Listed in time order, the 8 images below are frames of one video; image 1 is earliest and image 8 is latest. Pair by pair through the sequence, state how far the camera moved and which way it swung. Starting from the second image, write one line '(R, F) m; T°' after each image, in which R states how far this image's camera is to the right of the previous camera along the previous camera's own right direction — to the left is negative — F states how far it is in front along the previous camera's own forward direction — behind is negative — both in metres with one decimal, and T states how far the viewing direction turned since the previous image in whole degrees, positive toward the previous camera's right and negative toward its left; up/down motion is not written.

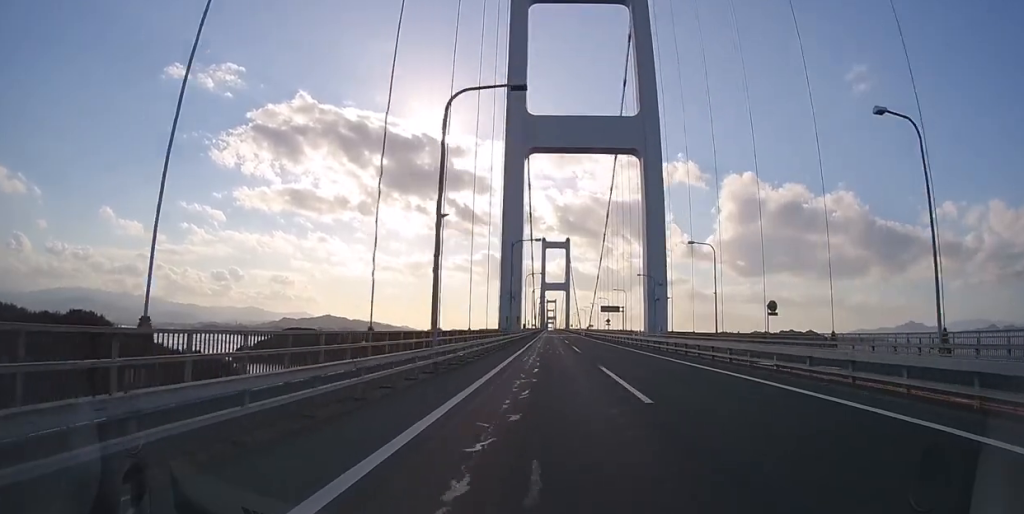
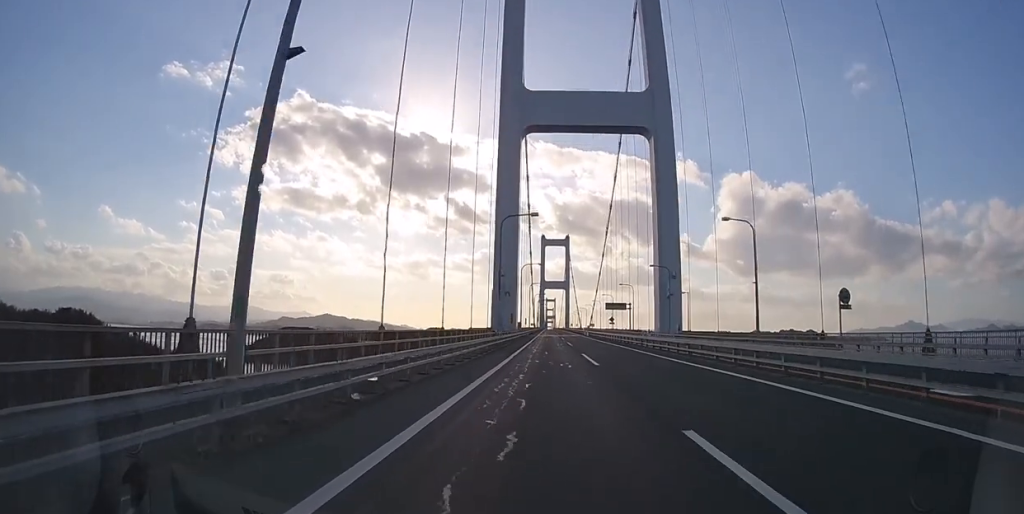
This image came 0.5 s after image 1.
(0.0, +10.2) m; 0°
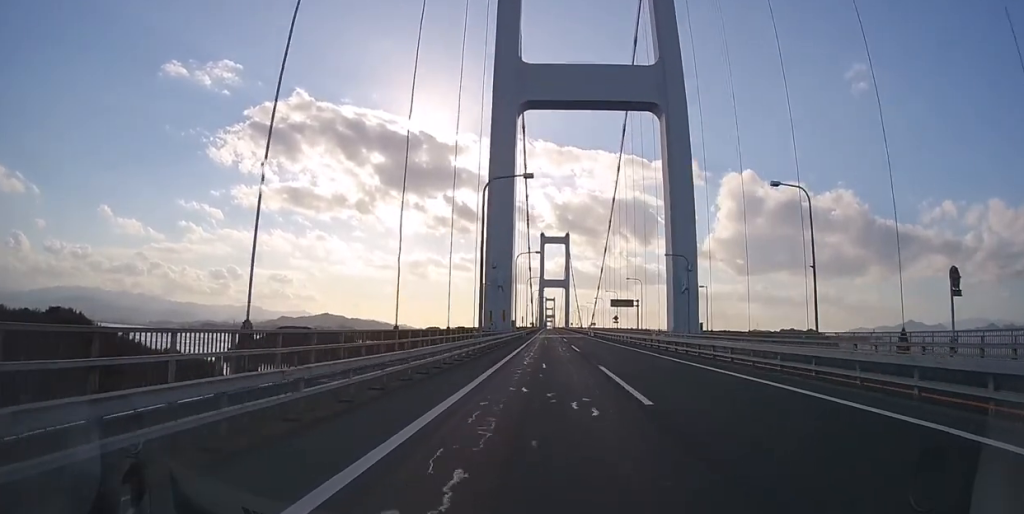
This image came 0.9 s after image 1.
(0.0, +10.2) m; 0°
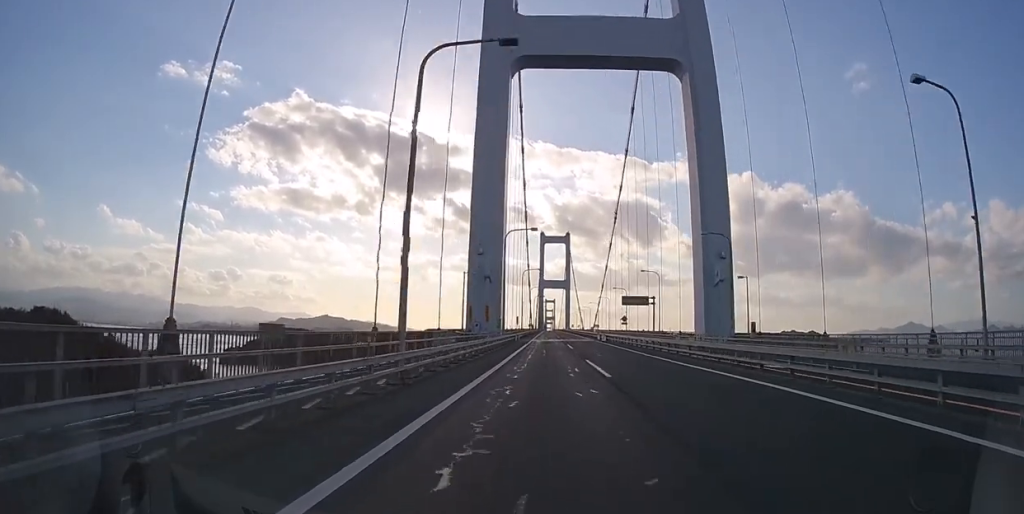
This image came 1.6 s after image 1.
(0.0, +14.6) m; 0°
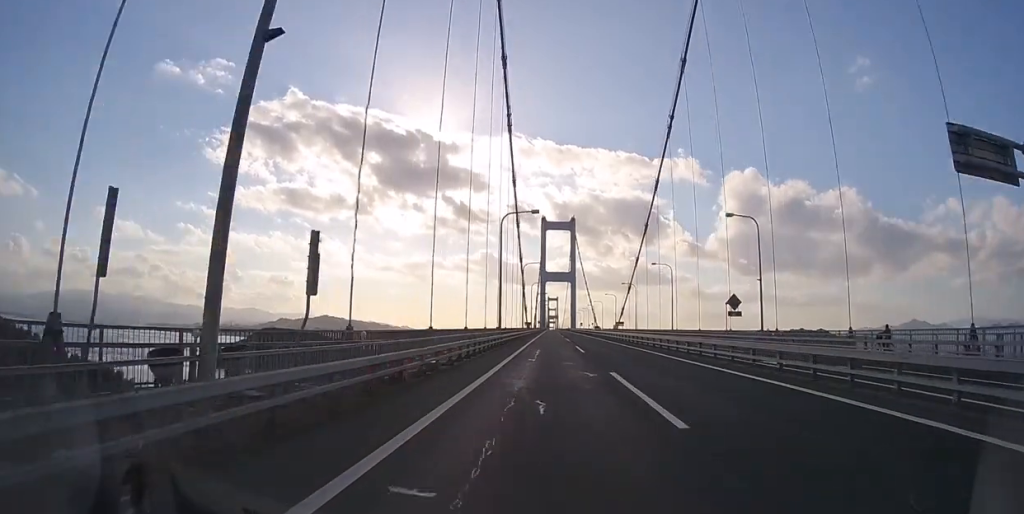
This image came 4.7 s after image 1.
(-0.1, +67.3) m; 0°
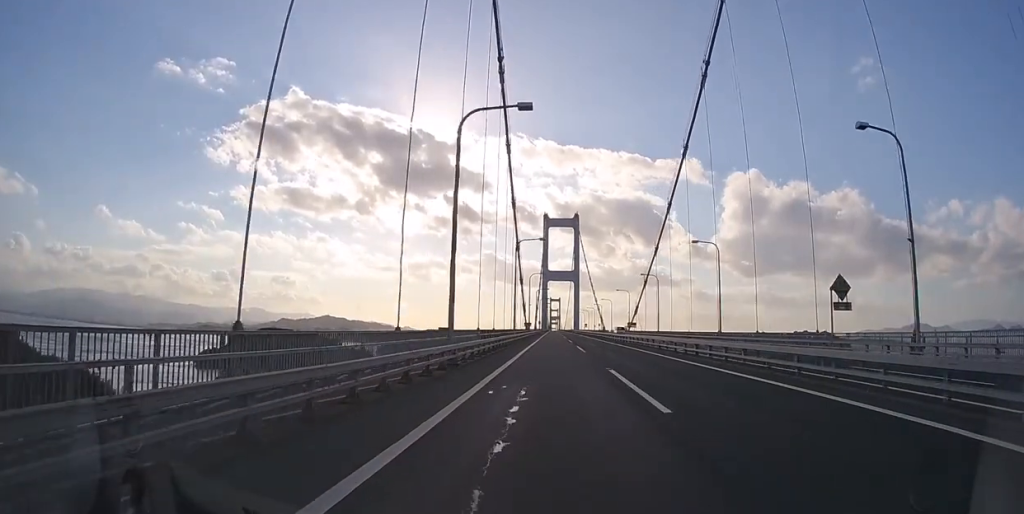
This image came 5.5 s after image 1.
(0.0, +18.3) m; 0°
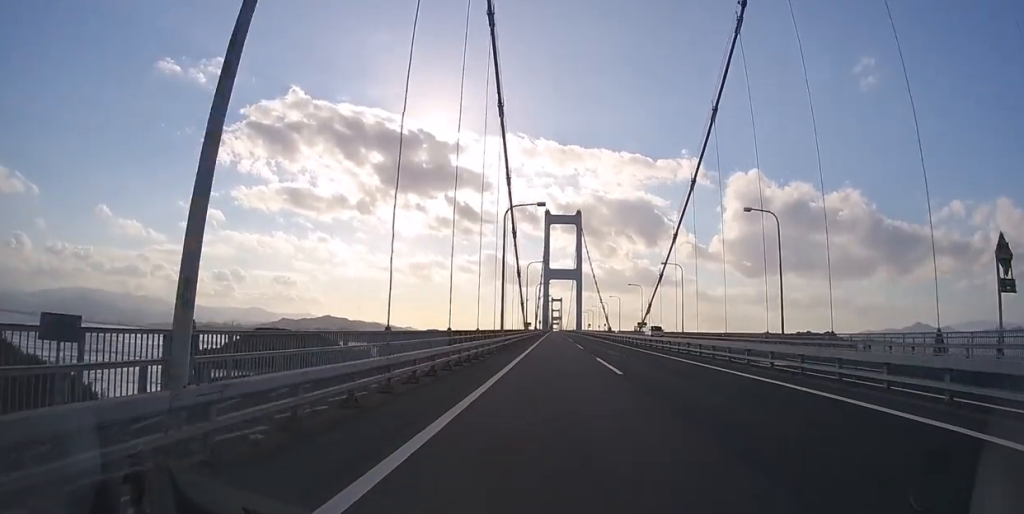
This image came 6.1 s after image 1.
(0.0, +13.8) m; 0°
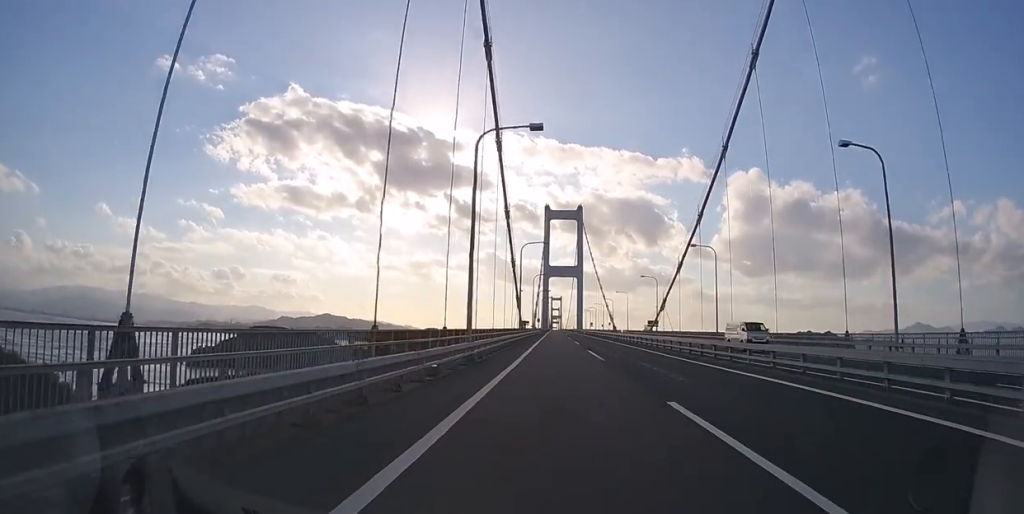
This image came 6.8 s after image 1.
(0.0, +13.8) m; 0°
